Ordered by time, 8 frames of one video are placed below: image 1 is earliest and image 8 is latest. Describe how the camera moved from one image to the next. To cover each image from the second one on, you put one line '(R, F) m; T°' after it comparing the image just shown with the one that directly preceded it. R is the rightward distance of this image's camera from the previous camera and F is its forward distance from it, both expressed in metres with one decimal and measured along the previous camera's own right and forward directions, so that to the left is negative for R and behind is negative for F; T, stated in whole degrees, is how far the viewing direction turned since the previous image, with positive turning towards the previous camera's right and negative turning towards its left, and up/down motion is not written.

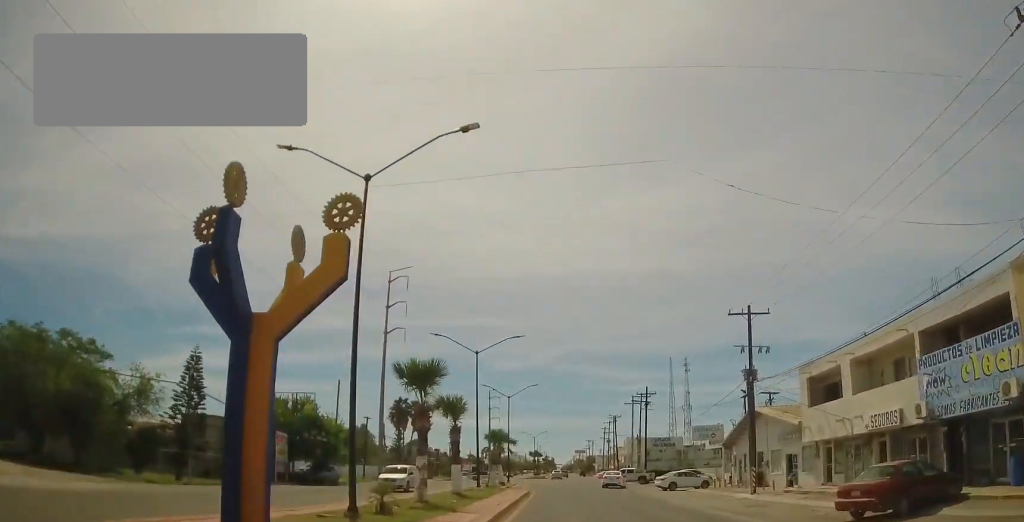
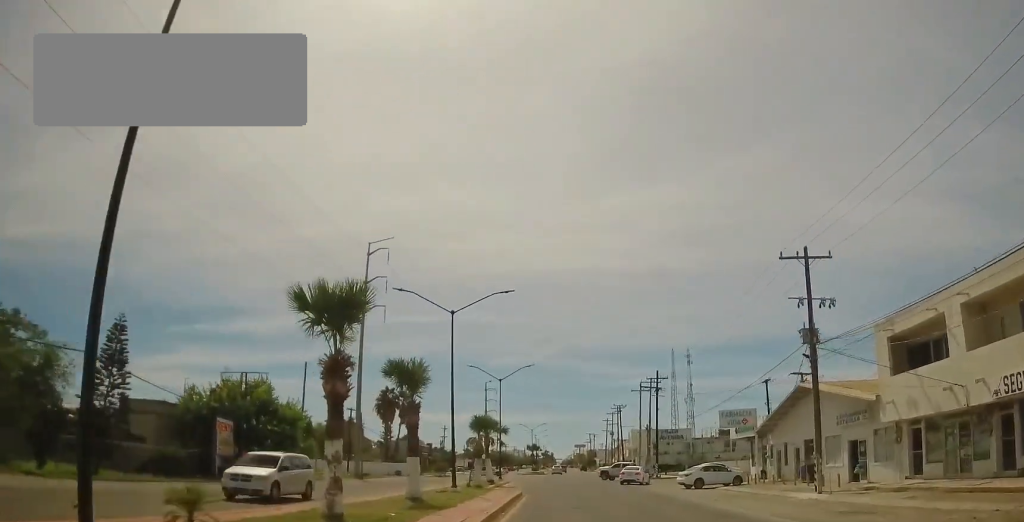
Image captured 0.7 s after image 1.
(0.0, +9.0) m; 0°
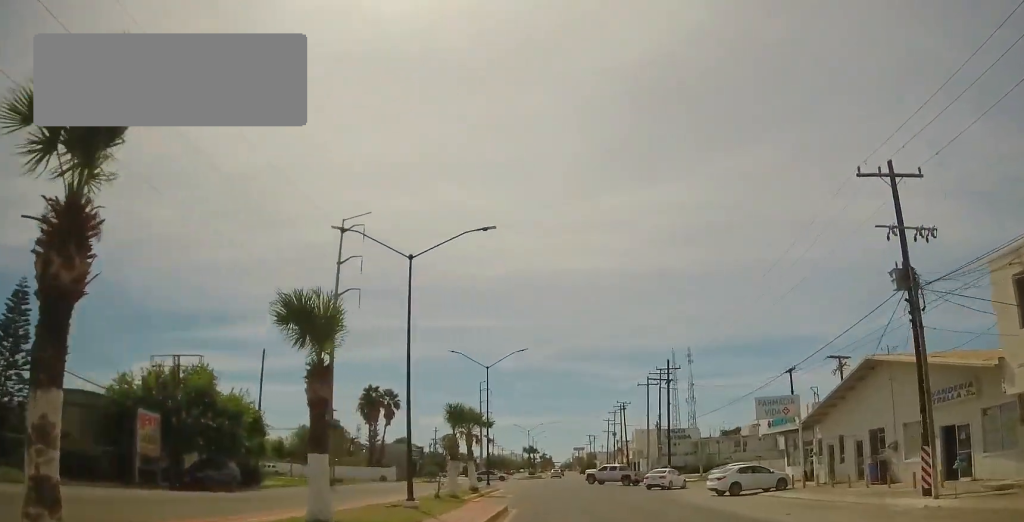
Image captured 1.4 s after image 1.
(0.0, +8.5) m; 0°
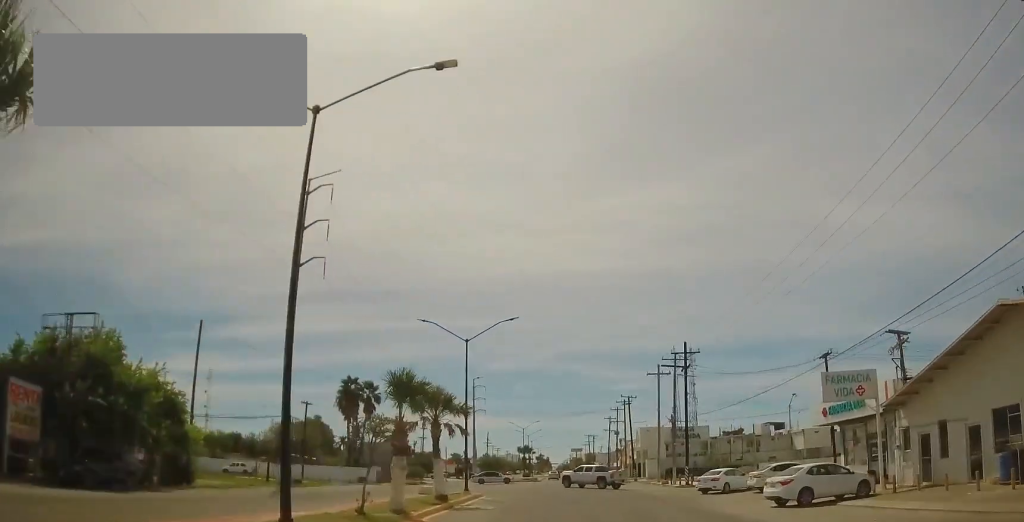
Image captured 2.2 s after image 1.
(0.0, +9.5) m; 0°
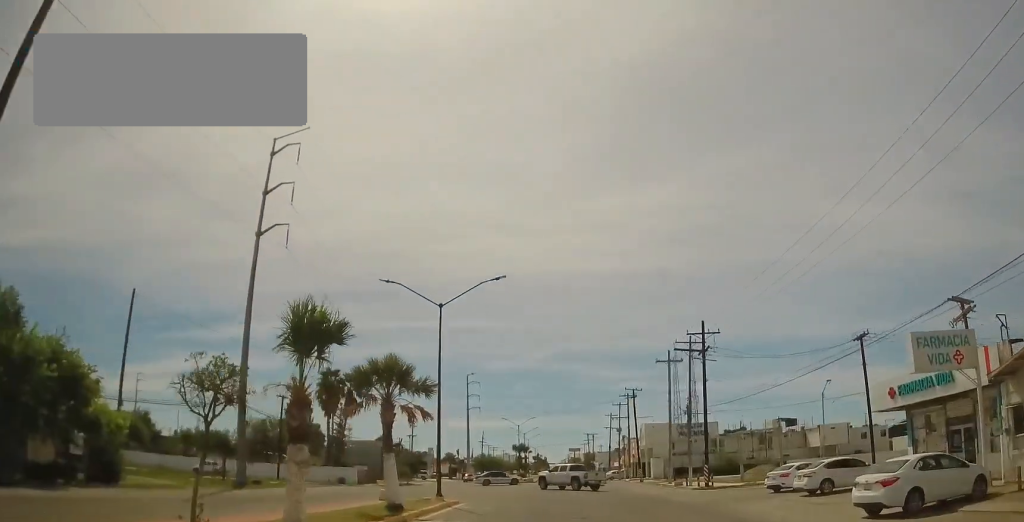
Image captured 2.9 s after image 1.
(0.0, +7.4) m; 0°
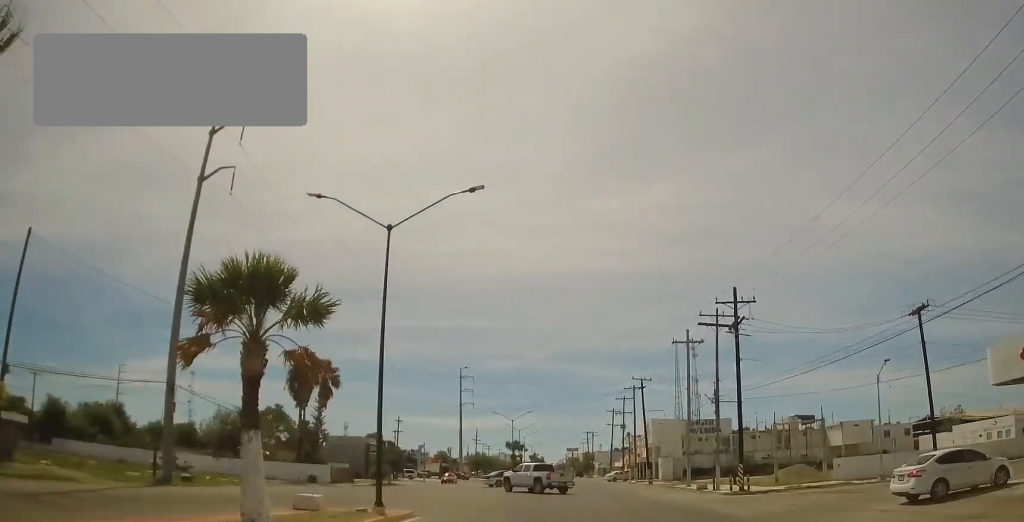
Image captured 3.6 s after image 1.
(0.0, +8.9) m; 0°
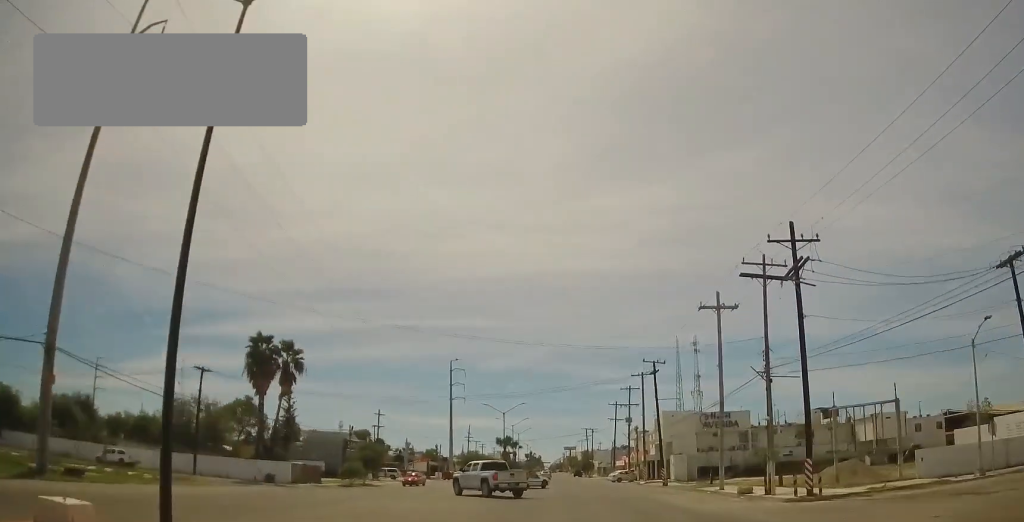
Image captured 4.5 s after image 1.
(0.0, +10.2) m; +1°
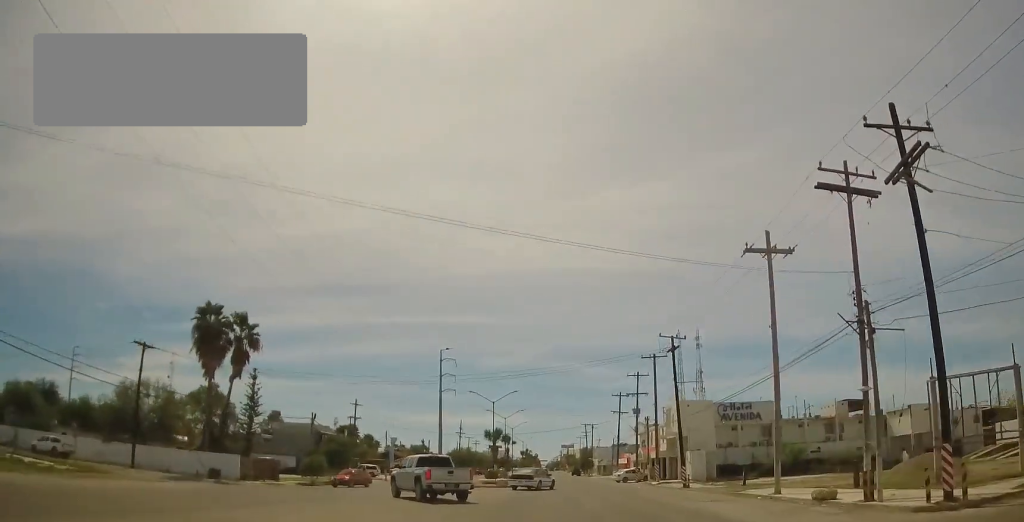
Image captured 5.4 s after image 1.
(+0.2, +10.1) m; +1°
